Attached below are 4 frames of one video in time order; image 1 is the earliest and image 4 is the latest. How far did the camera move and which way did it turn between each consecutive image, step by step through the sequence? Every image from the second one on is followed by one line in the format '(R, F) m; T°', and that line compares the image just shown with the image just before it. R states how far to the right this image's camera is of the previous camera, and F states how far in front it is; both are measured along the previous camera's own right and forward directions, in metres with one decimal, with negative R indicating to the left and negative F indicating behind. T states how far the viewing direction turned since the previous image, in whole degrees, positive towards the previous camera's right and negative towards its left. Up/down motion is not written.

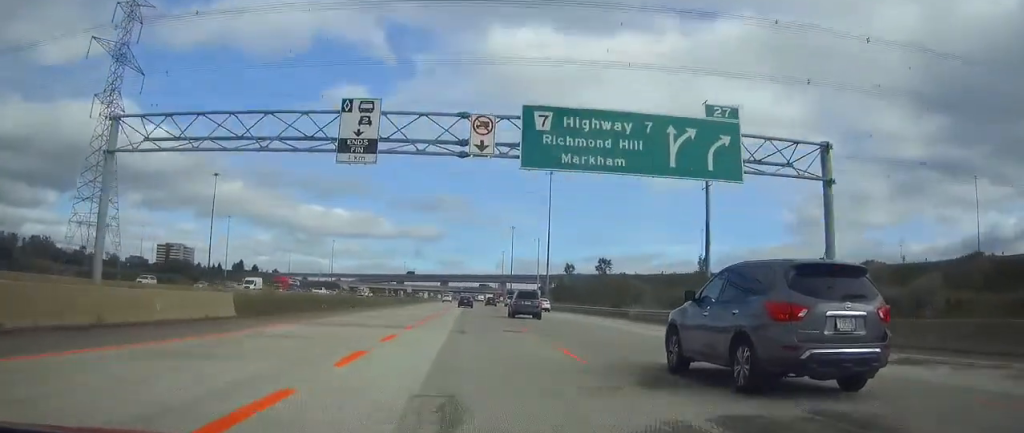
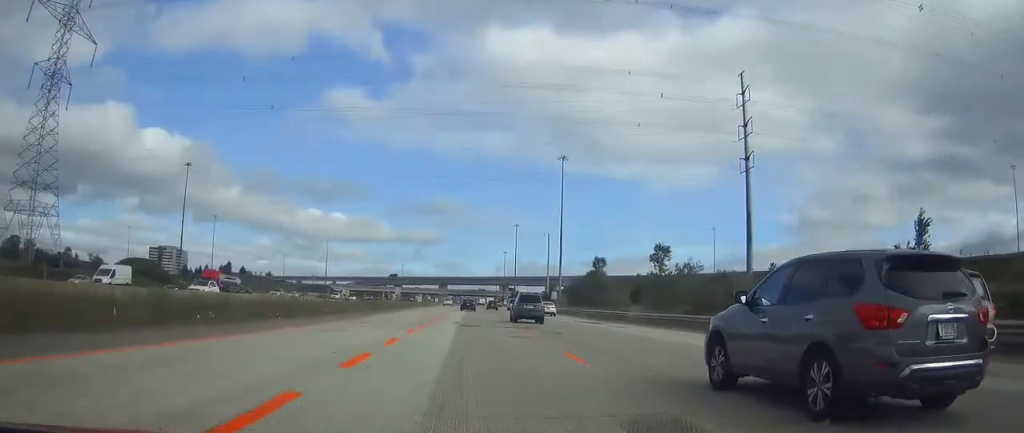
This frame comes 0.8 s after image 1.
(-0.1, +24.1) m; 0°
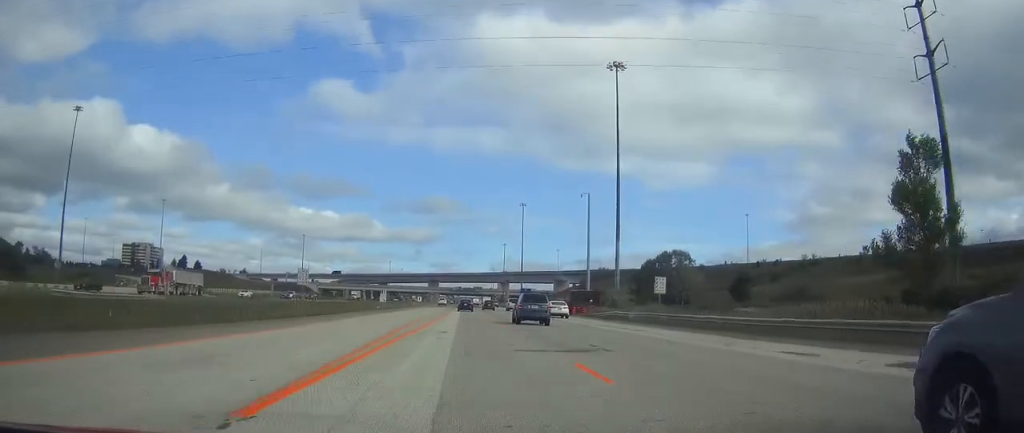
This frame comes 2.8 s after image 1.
(+0.5, +64.3) m; +1°
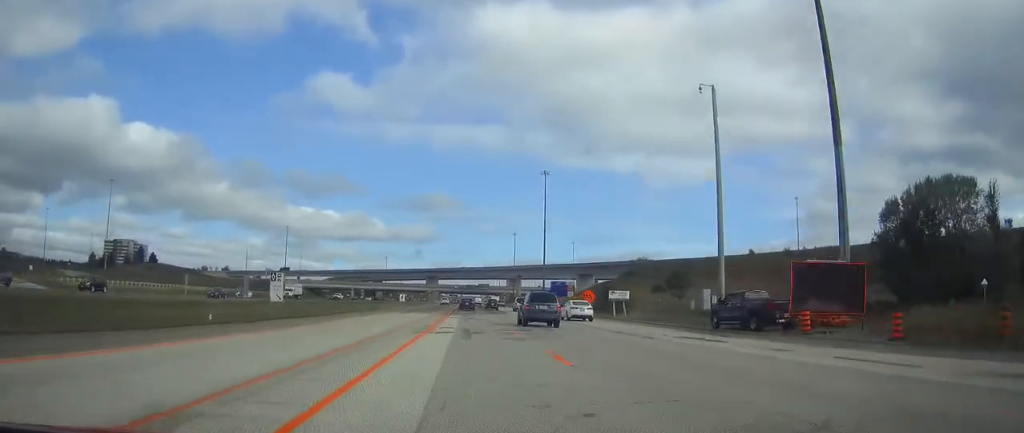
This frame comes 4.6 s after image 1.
(-0.3, +57.8) m; 0°
